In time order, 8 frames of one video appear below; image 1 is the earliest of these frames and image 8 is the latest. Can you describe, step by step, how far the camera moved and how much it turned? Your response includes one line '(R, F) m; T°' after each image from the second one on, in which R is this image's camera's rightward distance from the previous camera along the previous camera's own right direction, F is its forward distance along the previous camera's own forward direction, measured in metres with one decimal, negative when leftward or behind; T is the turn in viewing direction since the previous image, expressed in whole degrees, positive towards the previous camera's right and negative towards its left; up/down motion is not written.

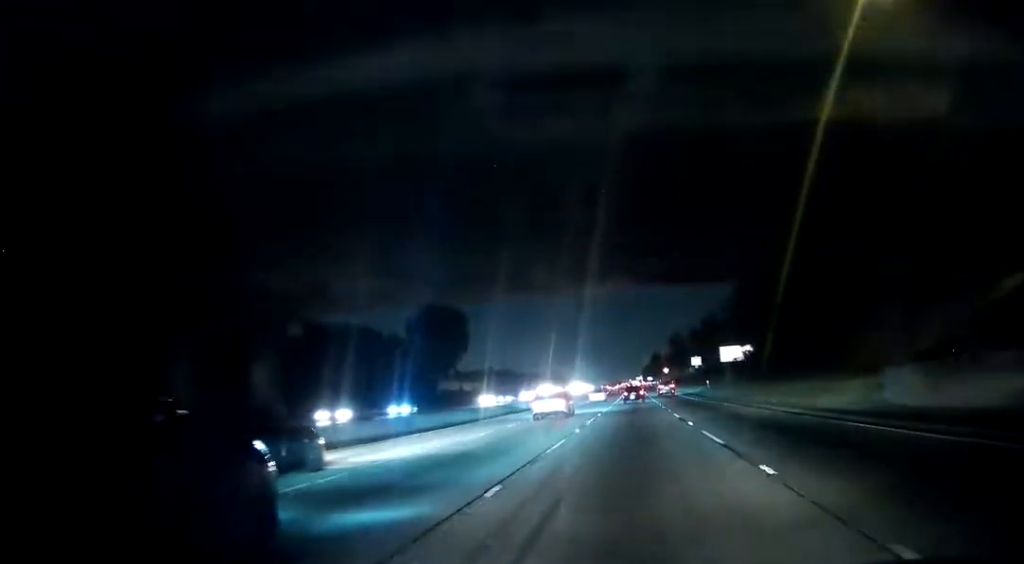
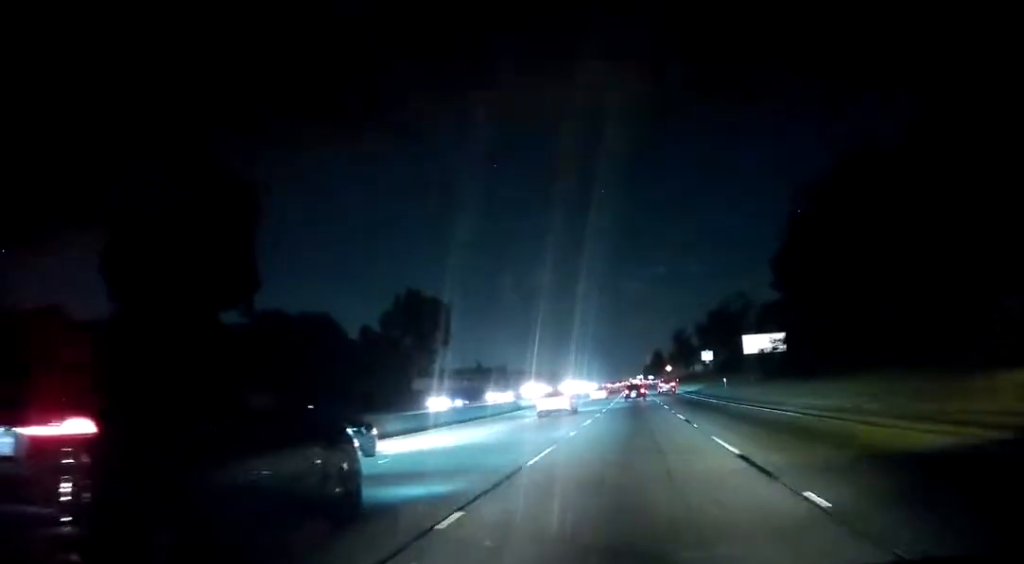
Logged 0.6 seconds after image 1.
(0.0, +17.3) m; 0°
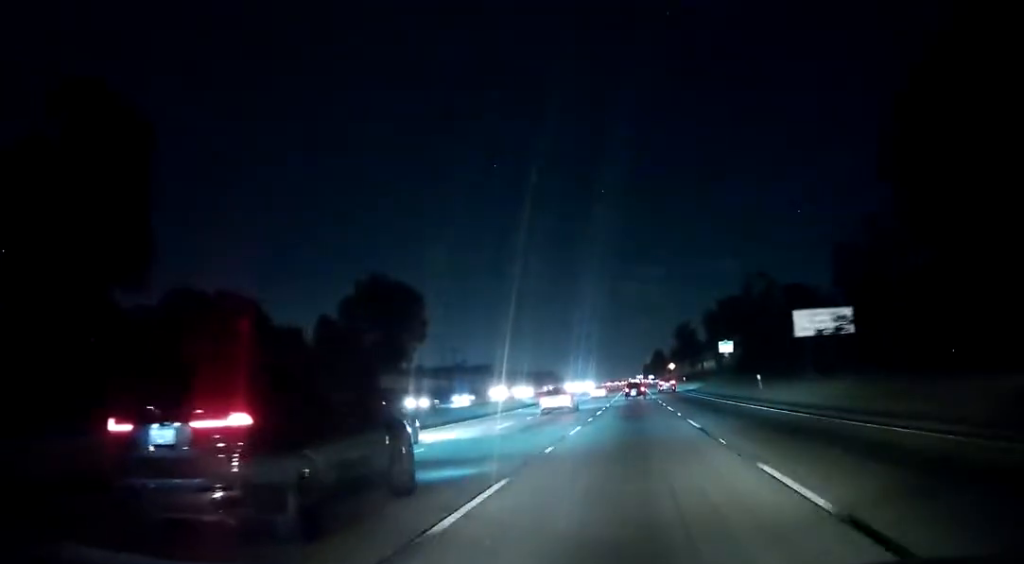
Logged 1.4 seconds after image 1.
(0.0, +21.0) m; 0°
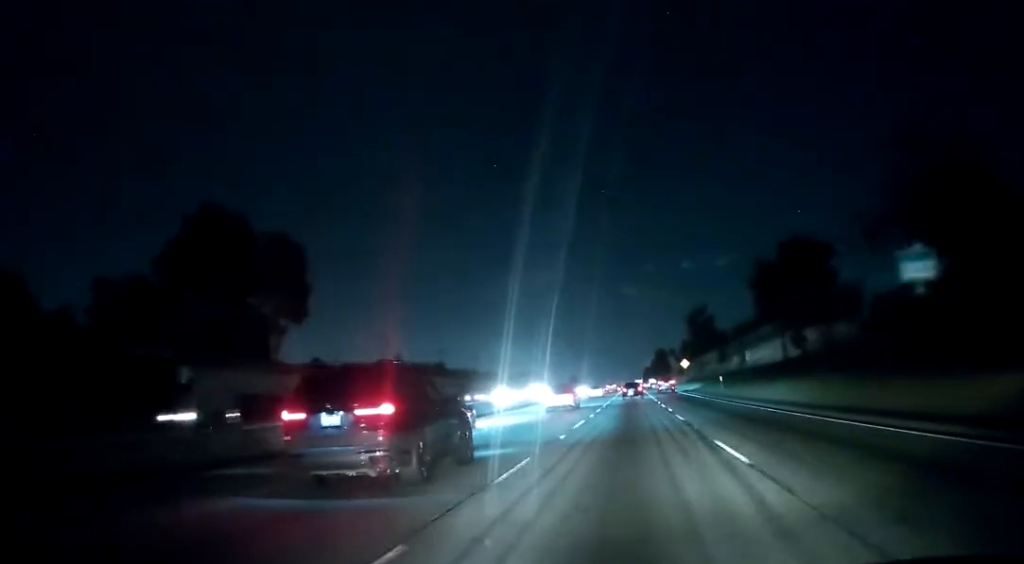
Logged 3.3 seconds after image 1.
(-0.1, +53.8) m; 0°
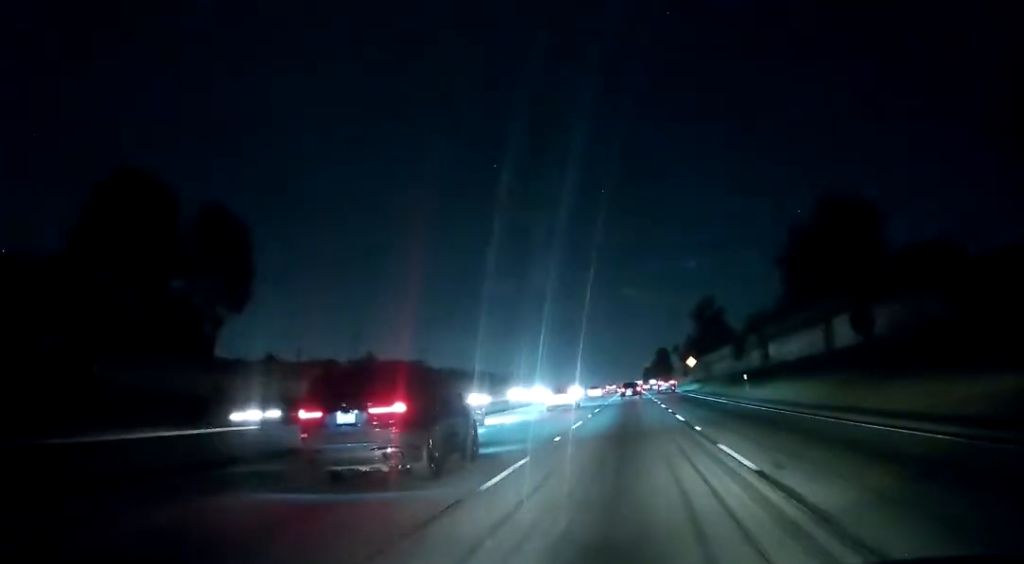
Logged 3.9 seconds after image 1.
(0.0, +16.0) m; 0°
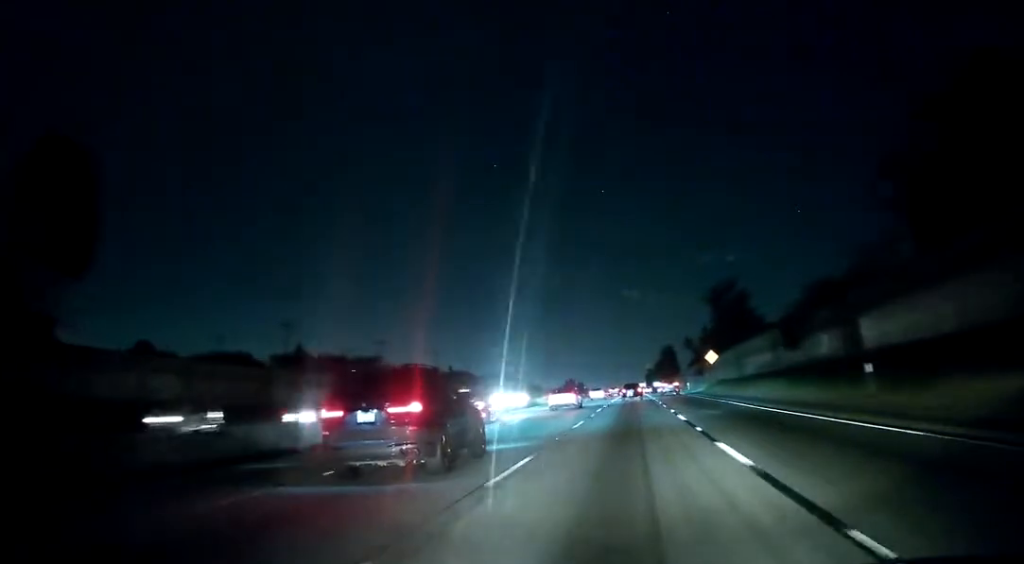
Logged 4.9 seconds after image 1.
(0.0, +29.1) m; 0°
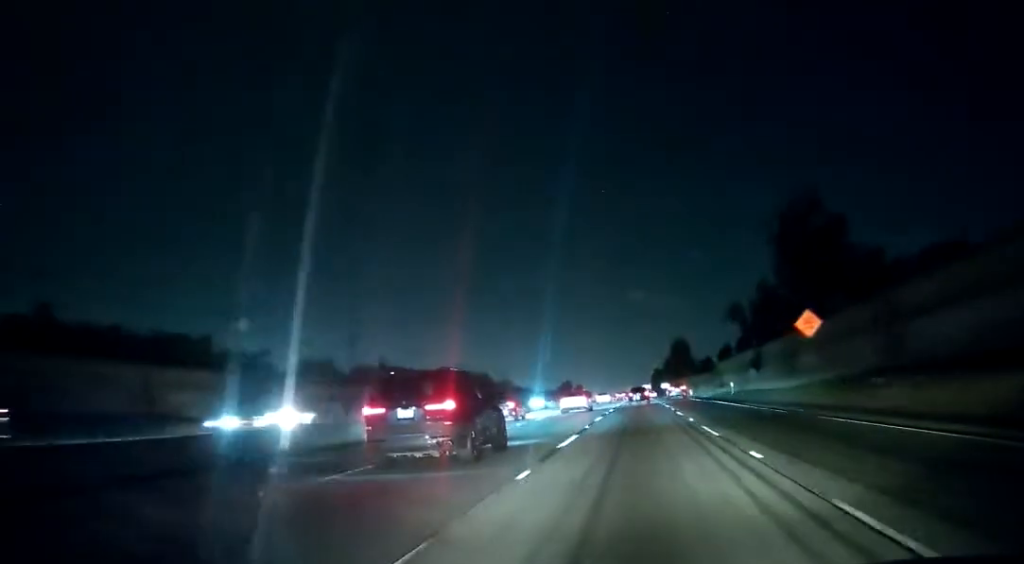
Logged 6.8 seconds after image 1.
(0.0, +52.7) m; 0°
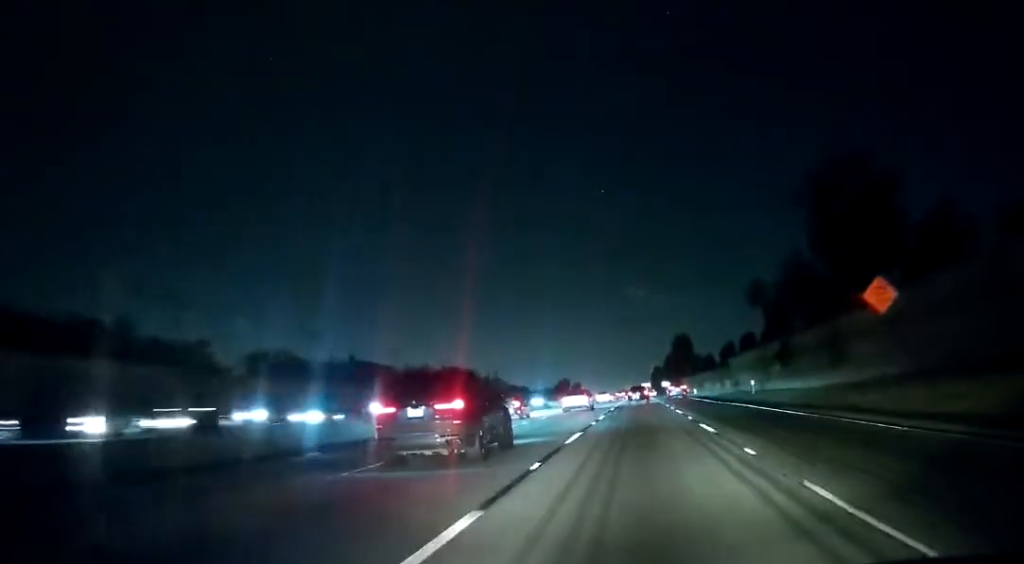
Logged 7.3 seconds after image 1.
(0.0, +13.1) m; 0°
